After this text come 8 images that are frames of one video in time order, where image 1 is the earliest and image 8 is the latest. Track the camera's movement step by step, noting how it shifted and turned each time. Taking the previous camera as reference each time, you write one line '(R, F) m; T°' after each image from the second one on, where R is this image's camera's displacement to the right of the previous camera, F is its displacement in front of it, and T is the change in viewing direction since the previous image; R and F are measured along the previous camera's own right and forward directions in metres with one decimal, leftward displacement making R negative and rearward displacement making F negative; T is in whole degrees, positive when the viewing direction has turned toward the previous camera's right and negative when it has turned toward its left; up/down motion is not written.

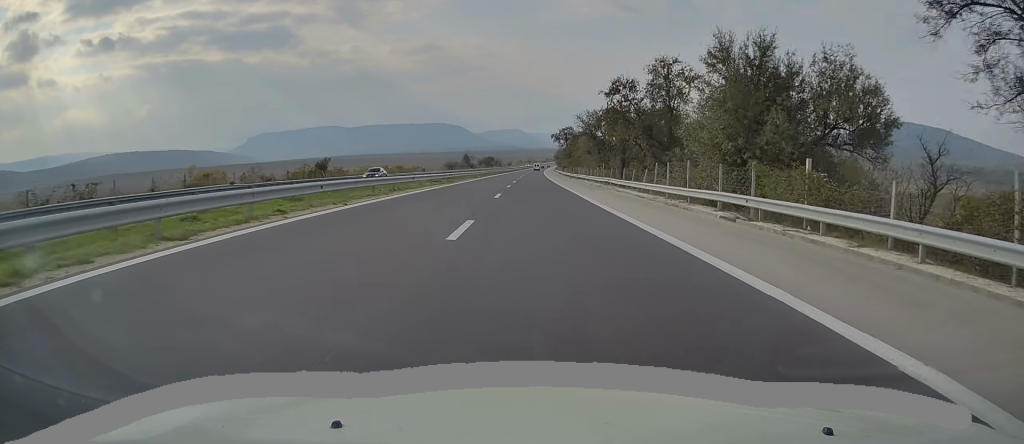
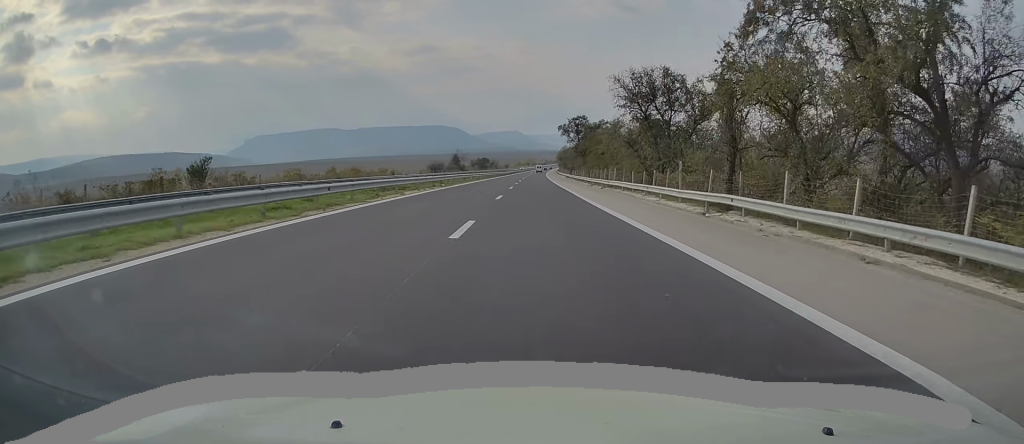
(0.0, +31.0) m; +1°
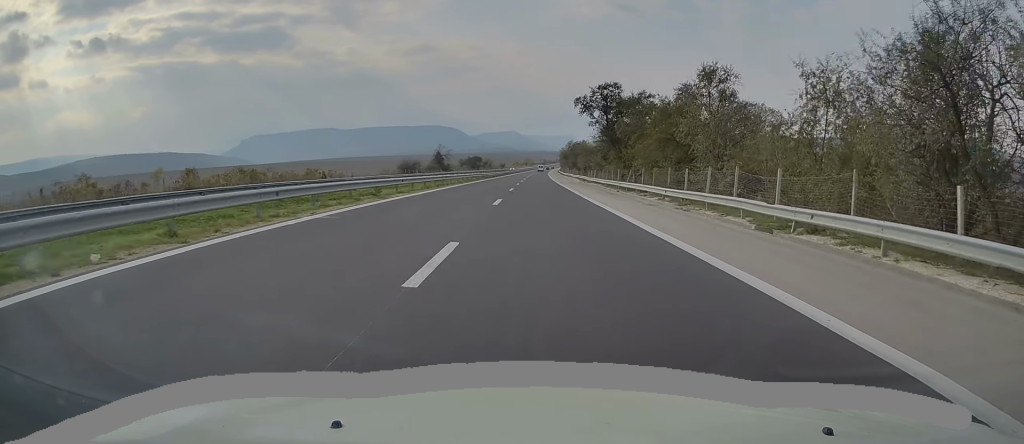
(+0.5, +36.1) m; +1°
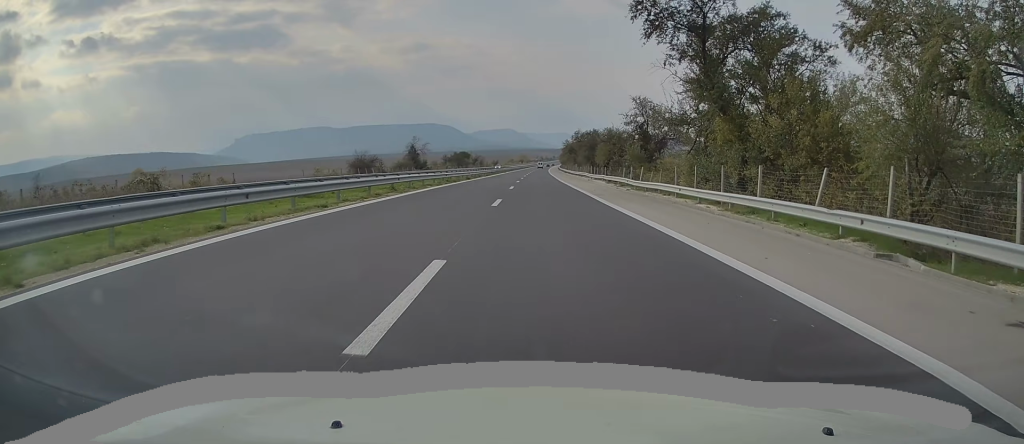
(0.0, +33.8) m; 0°
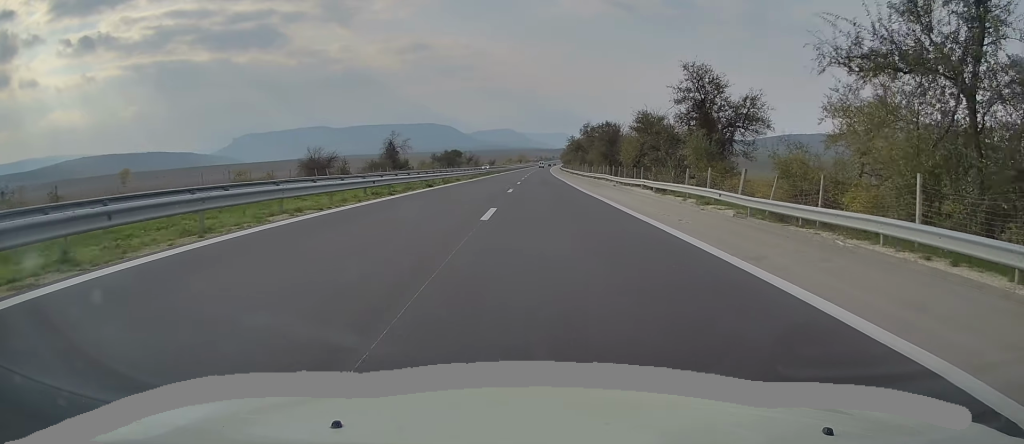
(0.0, +21.4) m; 0°
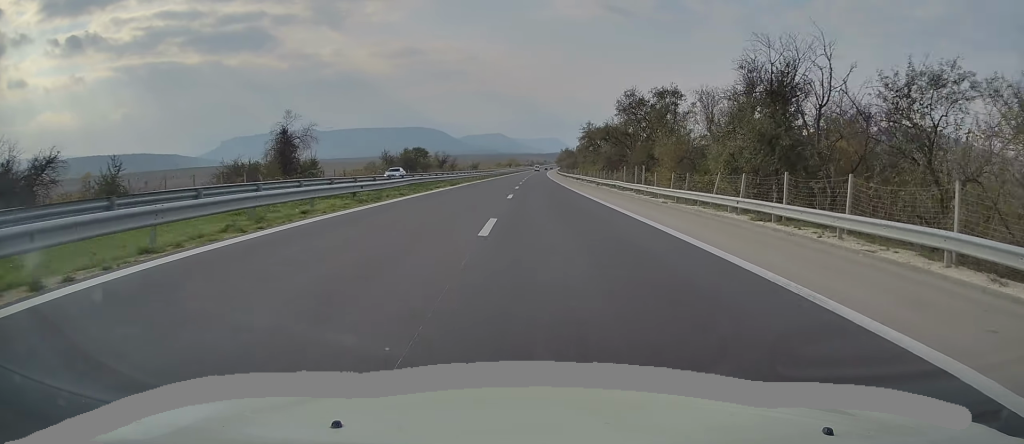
(-0.1, +49.9) m; 0°
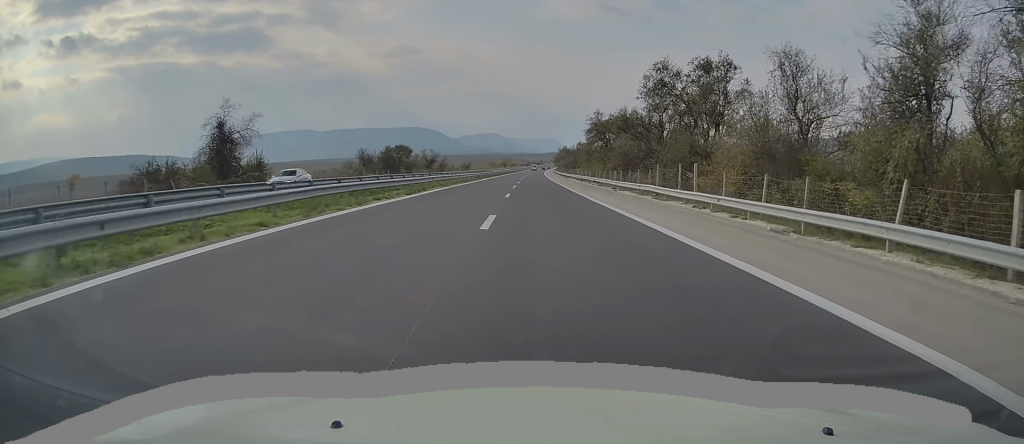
(-0.1, +14.3) m; 0°
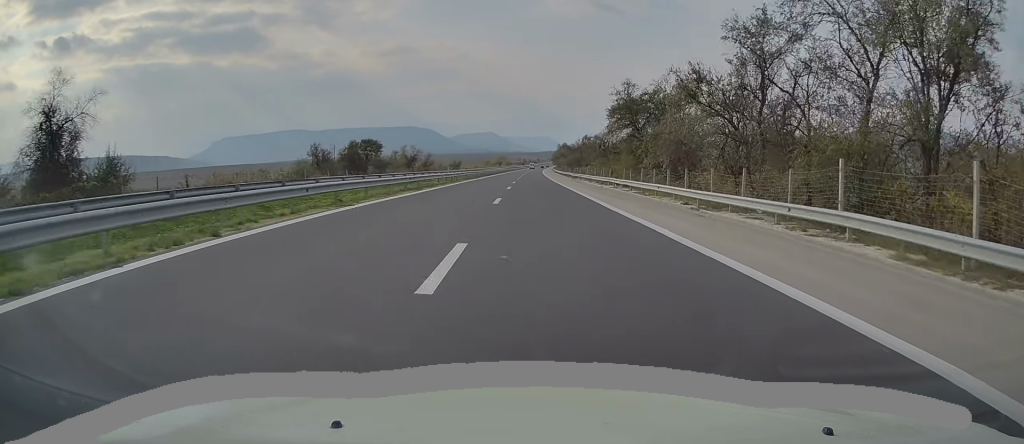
(+0.3, +22.5) m; 0°
